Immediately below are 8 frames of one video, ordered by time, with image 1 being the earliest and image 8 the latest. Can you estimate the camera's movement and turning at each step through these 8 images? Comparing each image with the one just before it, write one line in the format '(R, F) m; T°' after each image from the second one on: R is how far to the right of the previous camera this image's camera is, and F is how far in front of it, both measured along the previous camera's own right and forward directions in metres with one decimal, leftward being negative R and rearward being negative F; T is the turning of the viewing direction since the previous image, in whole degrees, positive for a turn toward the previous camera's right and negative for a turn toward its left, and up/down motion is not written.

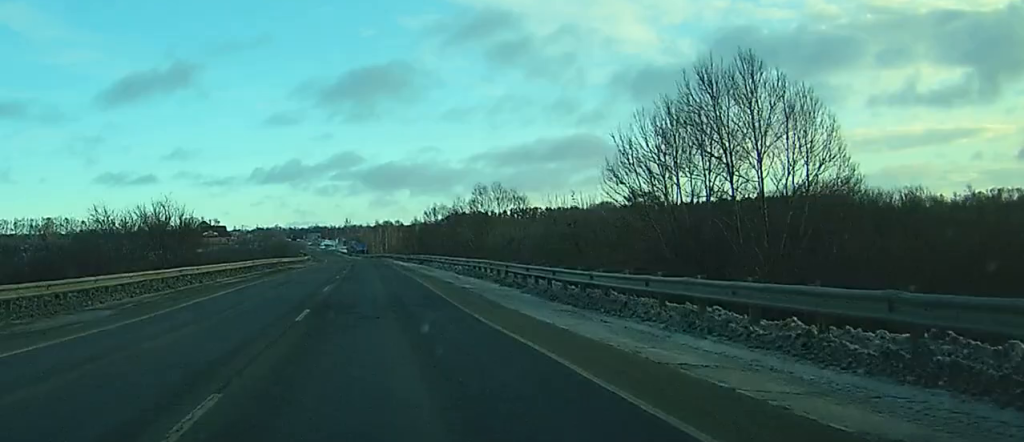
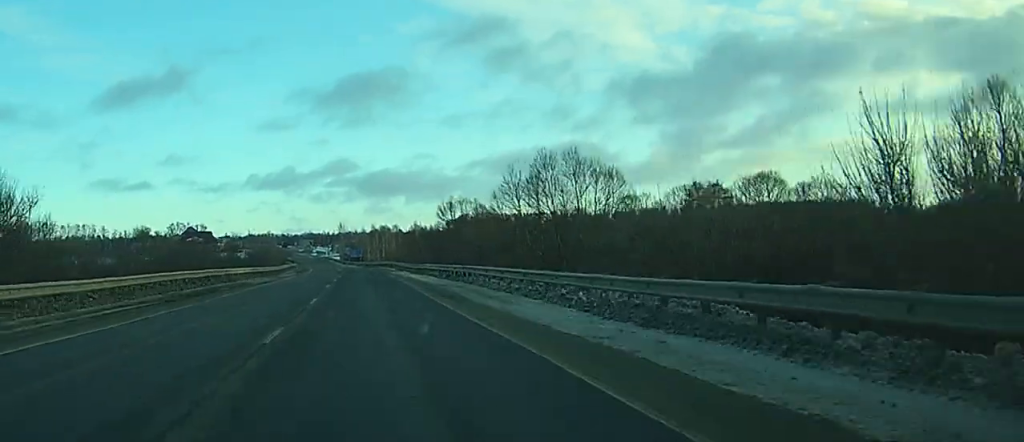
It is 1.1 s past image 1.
(0.0, +28.4) m; 0°
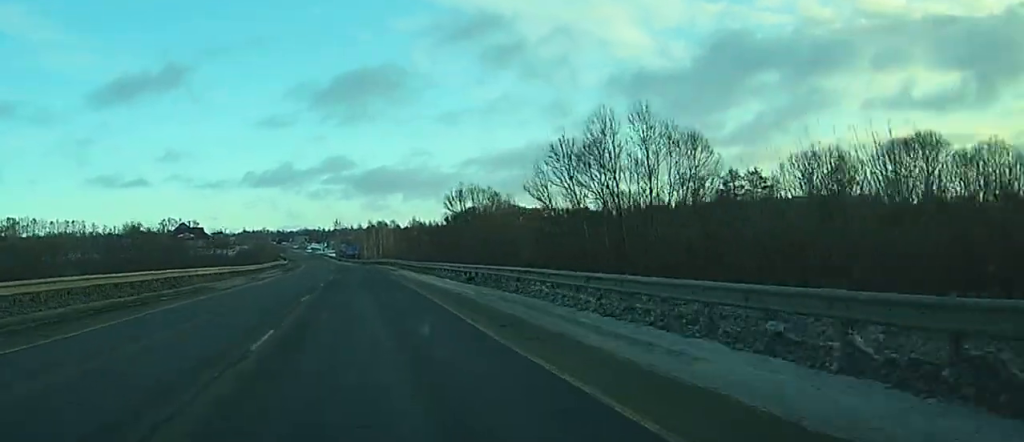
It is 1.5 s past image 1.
(0.0, +12.5) m; 0°
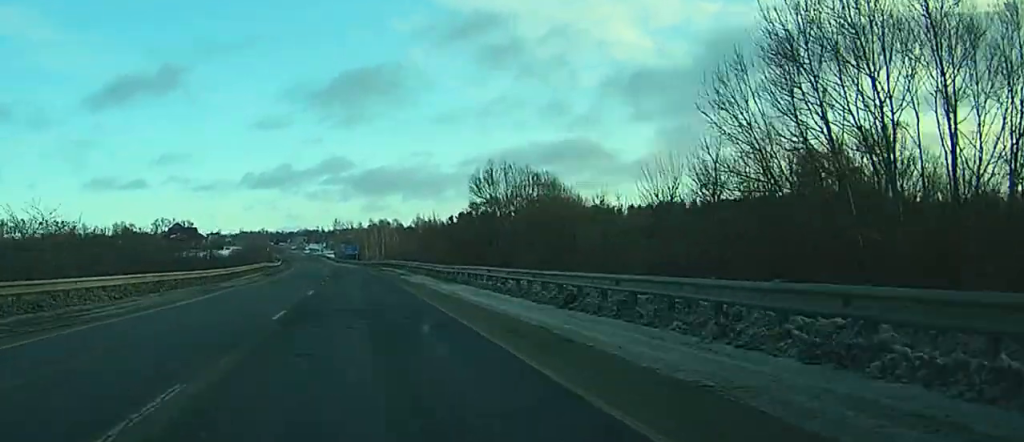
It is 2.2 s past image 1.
(0.0, +18.7) m; 0°
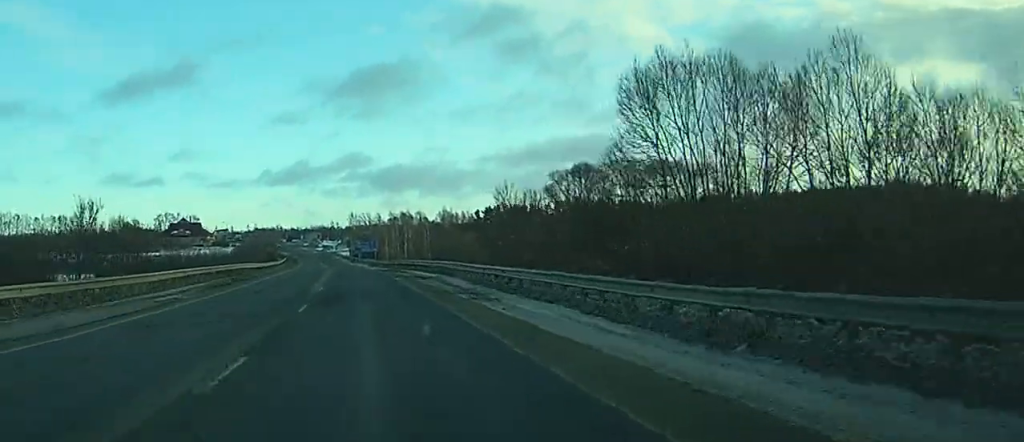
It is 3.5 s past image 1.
(-0.1, +32.8) m; -1°
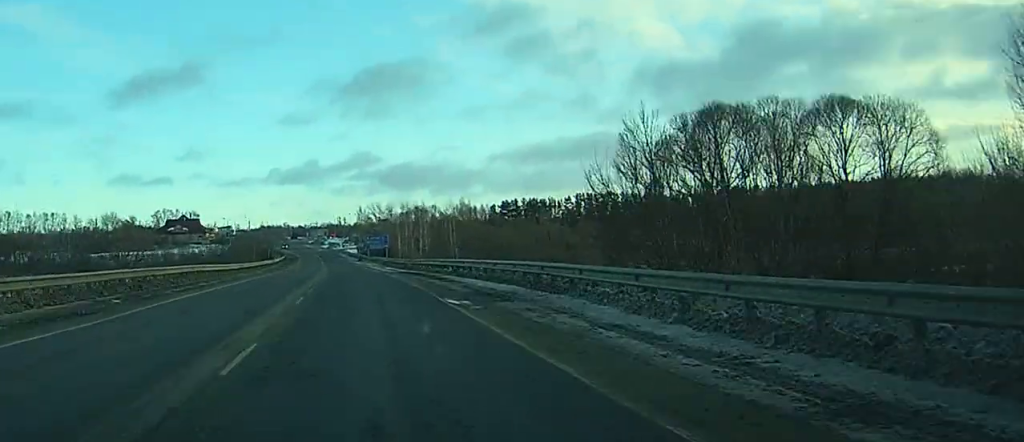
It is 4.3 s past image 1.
(-0.1, +22.9) m; -1°
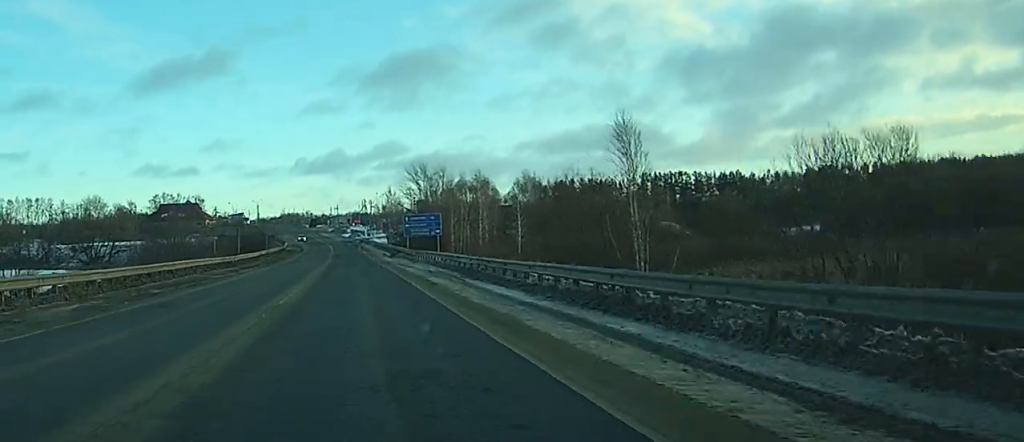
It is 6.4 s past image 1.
(-1.2, +54.6) m; -2°
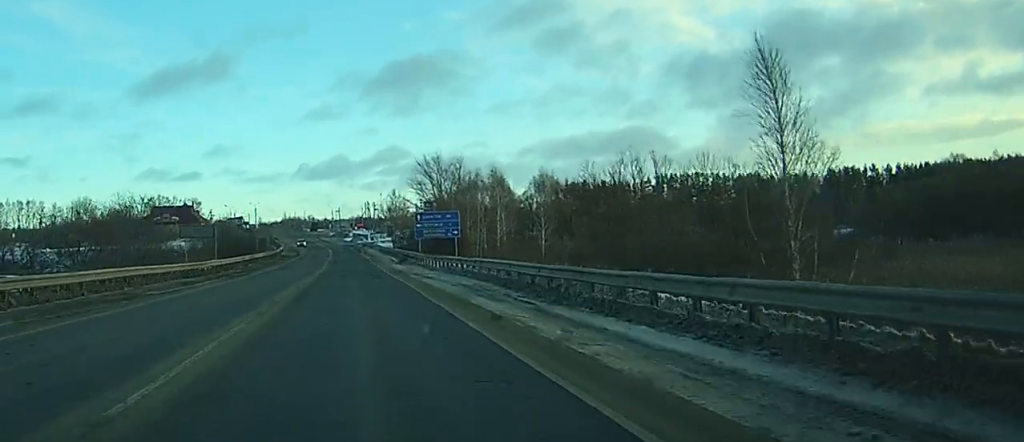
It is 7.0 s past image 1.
(0.0, +13.6) m; 0°
